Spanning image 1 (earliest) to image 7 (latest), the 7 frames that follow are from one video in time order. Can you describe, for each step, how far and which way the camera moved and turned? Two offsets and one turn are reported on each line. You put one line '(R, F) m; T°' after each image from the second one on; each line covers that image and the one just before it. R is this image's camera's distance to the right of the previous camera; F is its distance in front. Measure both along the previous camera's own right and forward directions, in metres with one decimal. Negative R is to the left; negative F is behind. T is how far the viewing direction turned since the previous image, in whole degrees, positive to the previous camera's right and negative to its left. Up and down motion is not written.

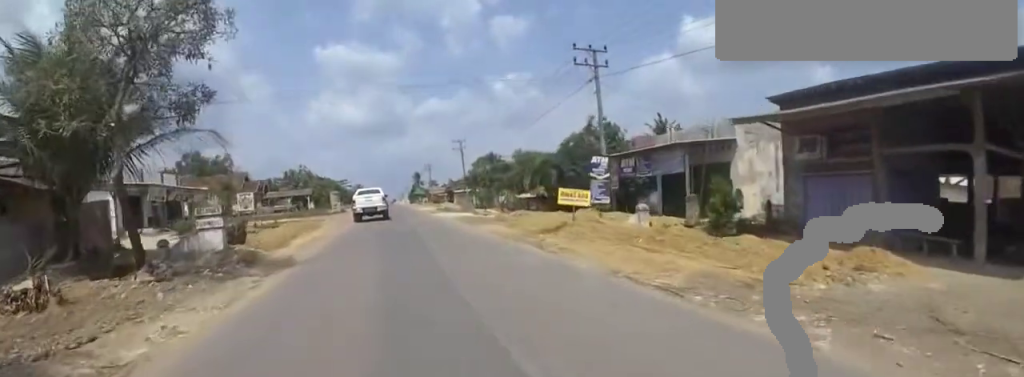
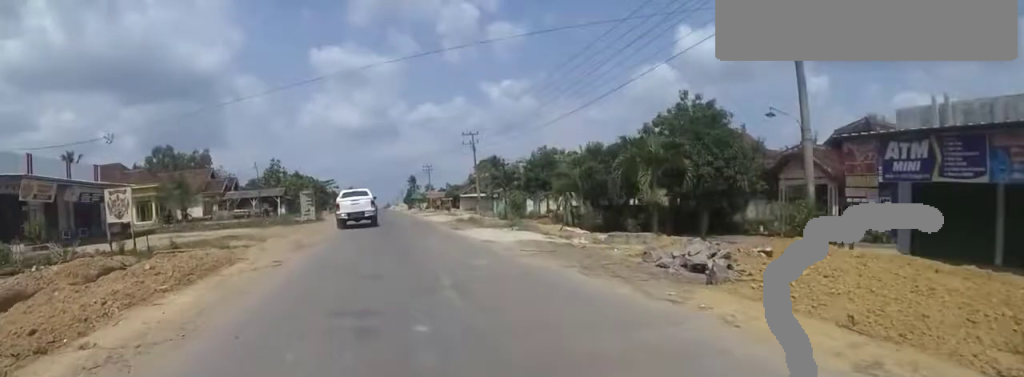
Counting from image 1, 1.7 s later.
(-1.3, +12.8) m; -6°
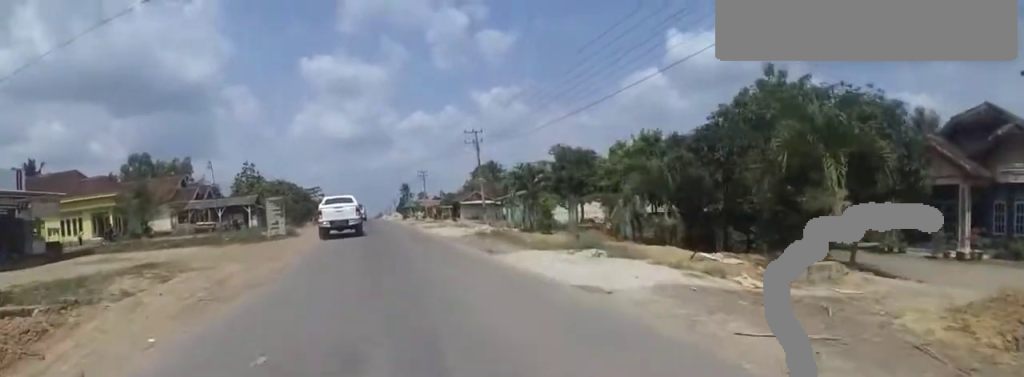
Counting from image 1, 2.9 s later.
(0.0, +7.2) m; 0°
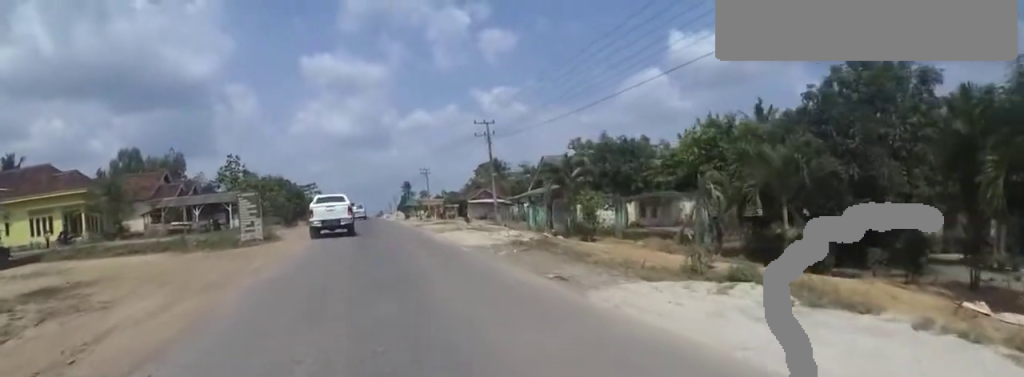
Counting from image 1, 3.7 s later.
(0.0, +4.9) m; 0°
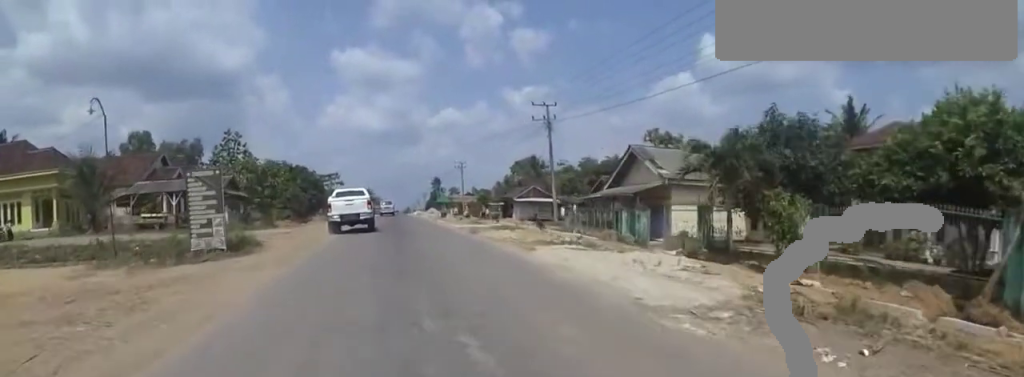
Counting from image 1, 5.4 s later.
(0.0, +7.7) m; 0°
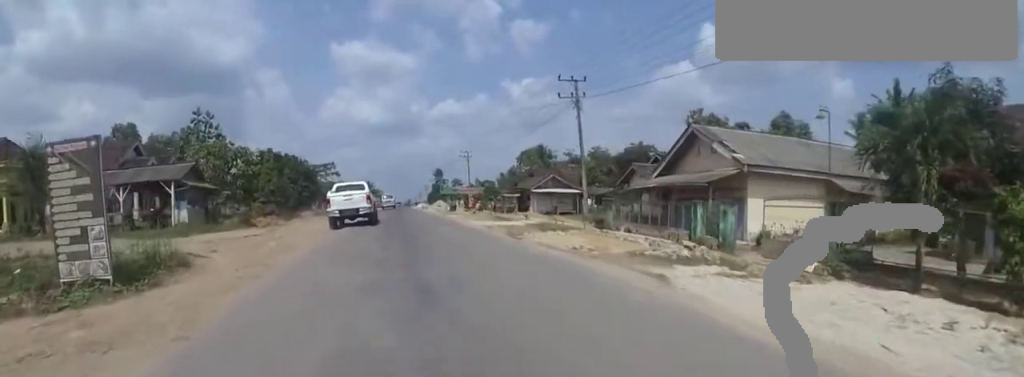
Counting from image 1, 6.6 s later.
(0.0, +5.0) m; 0°
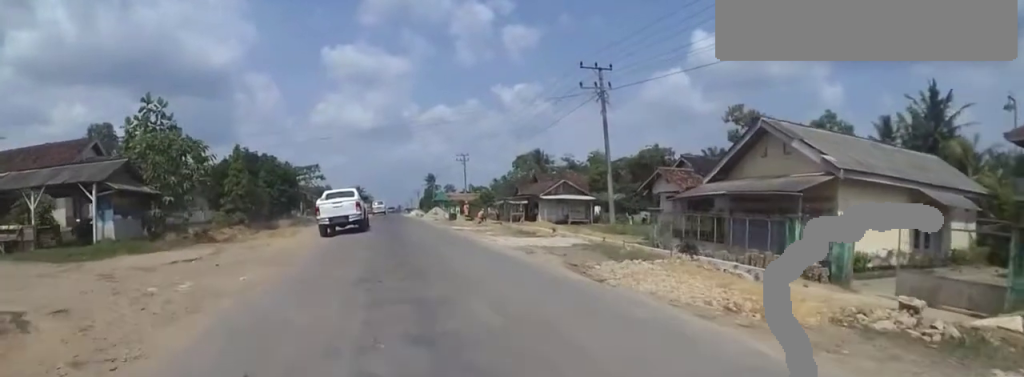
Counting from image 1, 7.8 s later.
(0.0, +5.2) m; 0°
